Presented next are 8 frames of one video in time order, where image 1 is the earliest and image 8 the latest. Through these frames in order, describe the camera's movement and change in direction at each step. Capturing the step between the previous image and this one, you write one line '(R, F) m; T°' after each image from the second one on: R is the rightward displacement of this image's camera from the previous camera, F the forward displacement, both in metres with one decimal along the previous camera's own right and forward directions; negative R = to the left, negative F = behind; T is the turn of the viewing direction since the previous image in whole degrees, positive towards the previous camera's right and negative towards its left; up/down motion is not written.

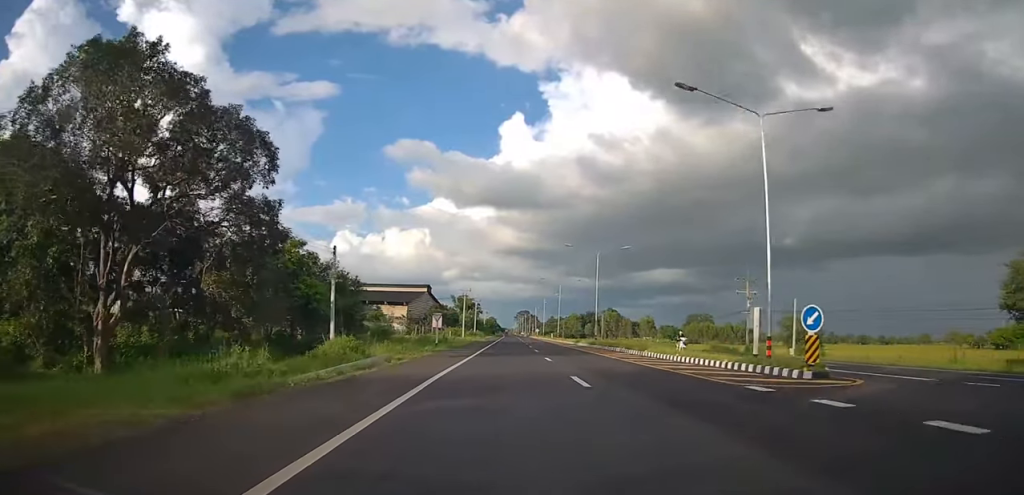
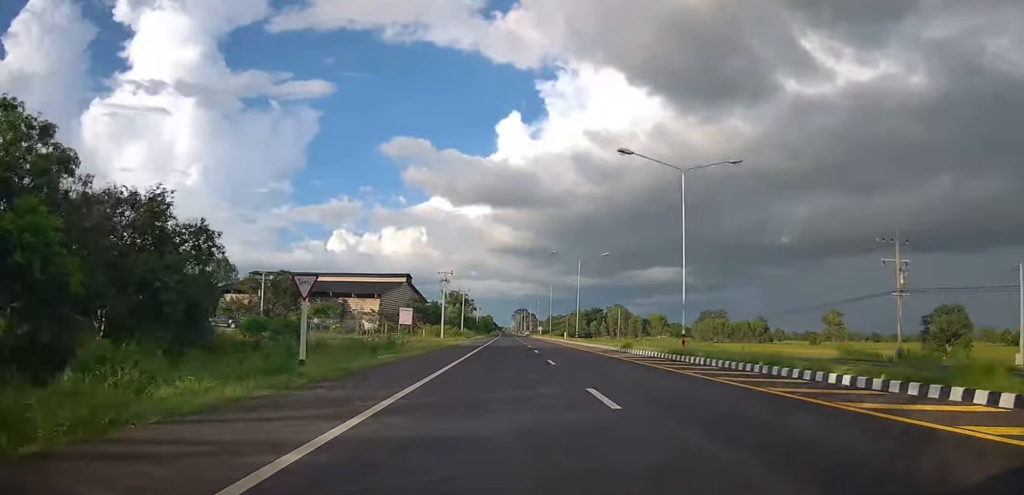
(-0.9, +27.9) m; -2°
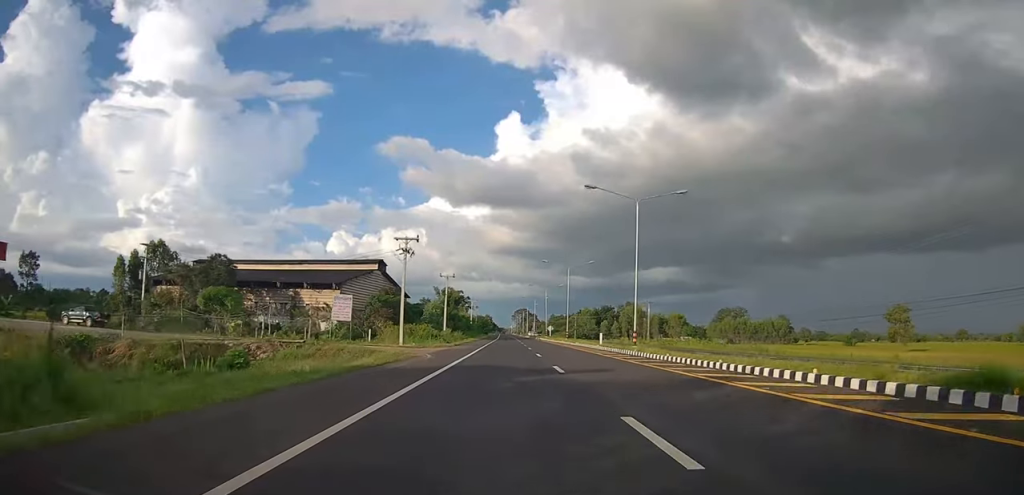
(+0.3, +28.0) m; +2°
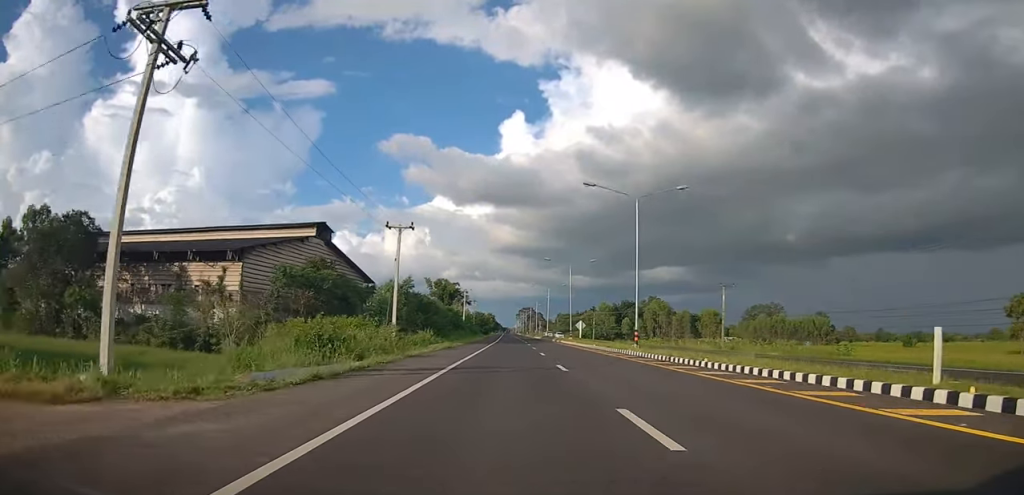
(0.0, +35.3) m; -1°
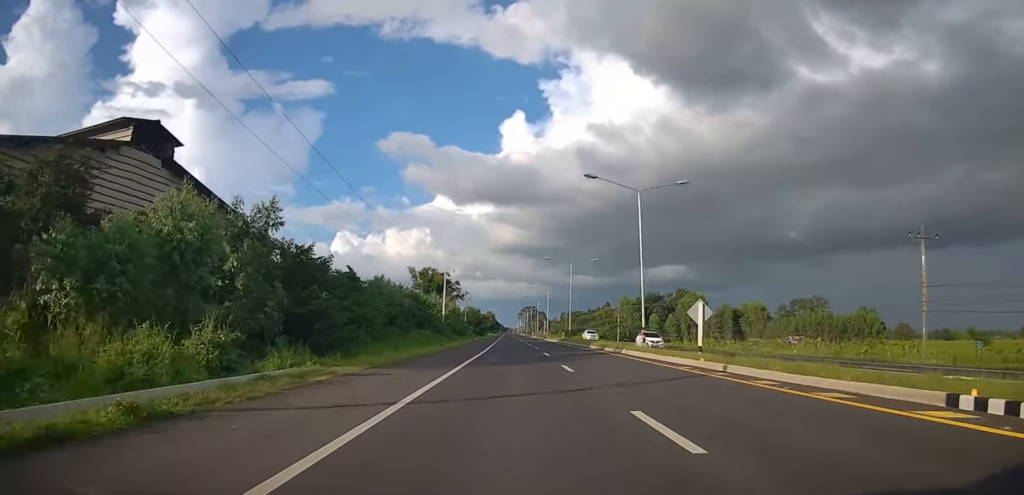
(-0.2, +36.3) m; +1°
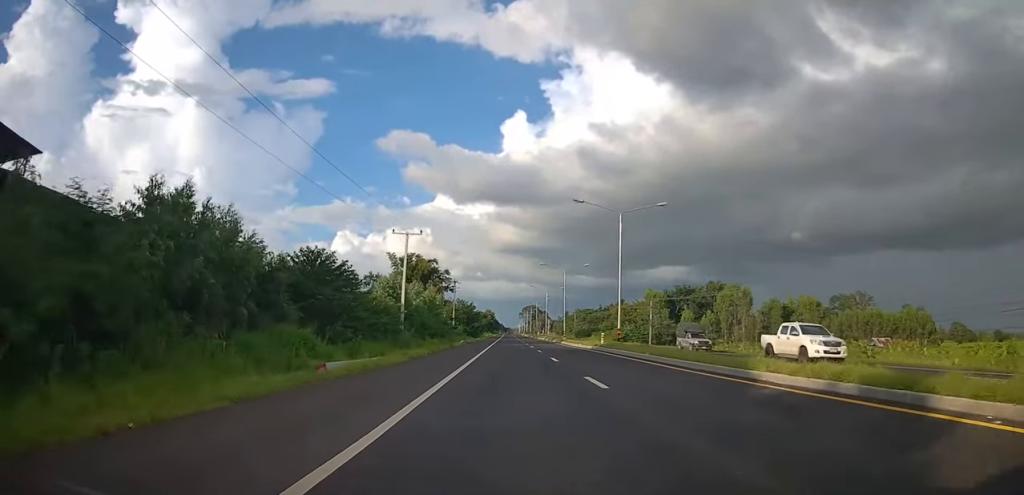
(+0.5, +29.6) m; 0°
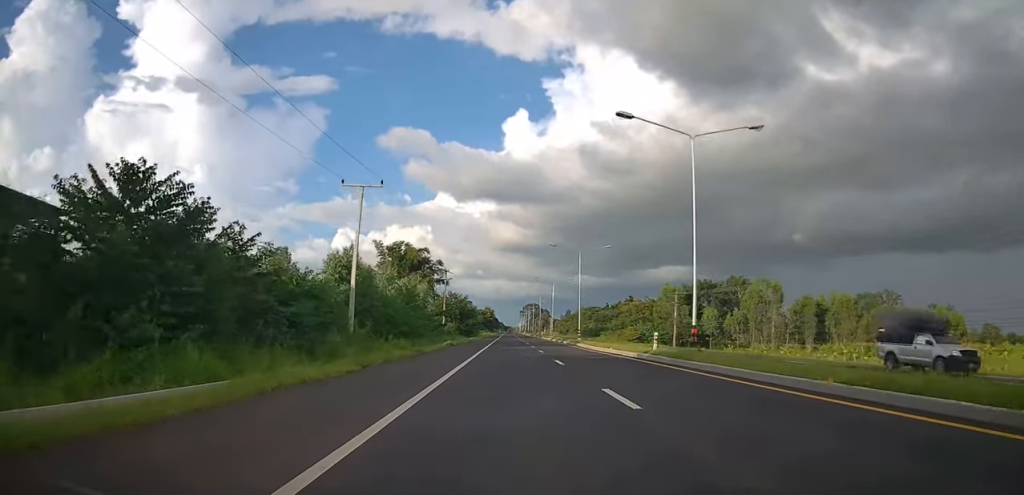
(-0.3, +15.2) m; -1°
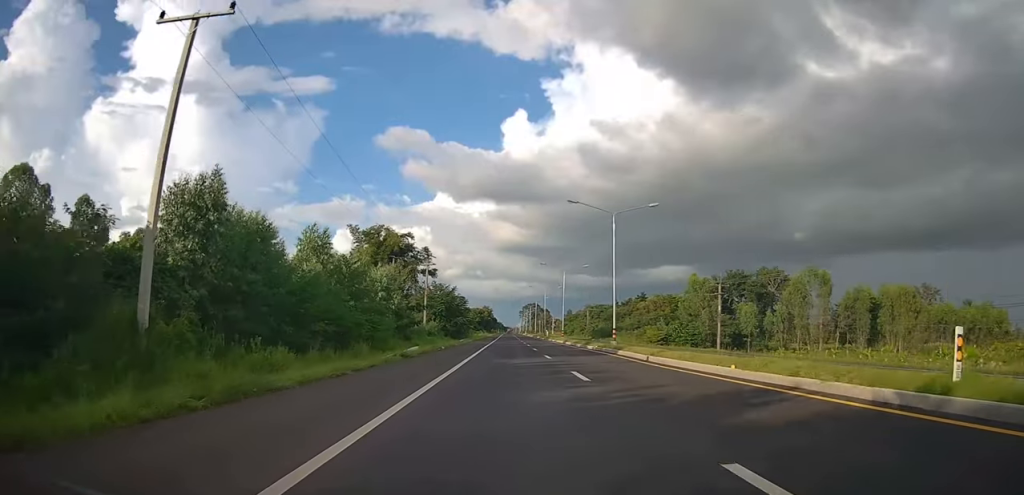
(-0.1, +19.1) m; +1°
